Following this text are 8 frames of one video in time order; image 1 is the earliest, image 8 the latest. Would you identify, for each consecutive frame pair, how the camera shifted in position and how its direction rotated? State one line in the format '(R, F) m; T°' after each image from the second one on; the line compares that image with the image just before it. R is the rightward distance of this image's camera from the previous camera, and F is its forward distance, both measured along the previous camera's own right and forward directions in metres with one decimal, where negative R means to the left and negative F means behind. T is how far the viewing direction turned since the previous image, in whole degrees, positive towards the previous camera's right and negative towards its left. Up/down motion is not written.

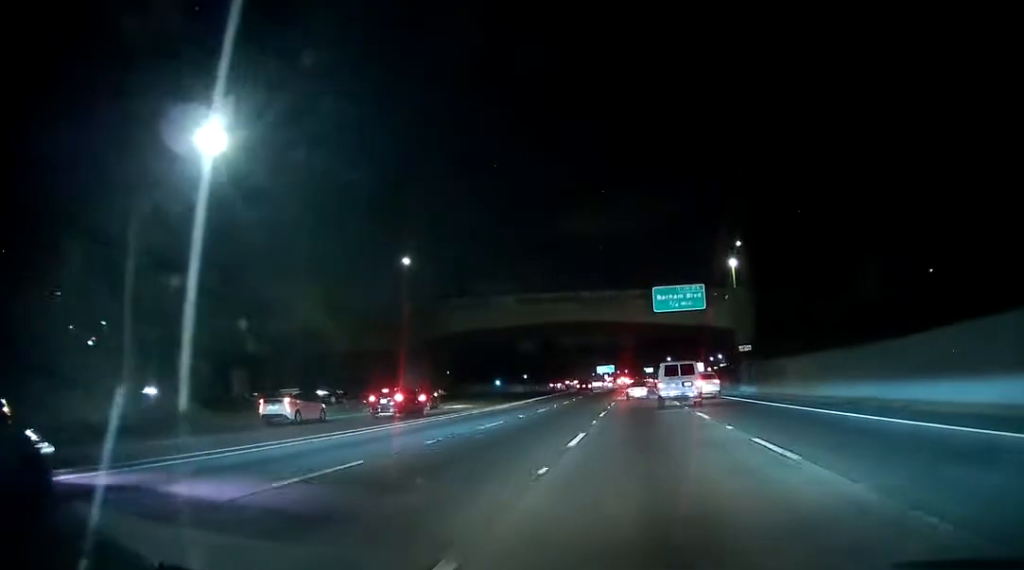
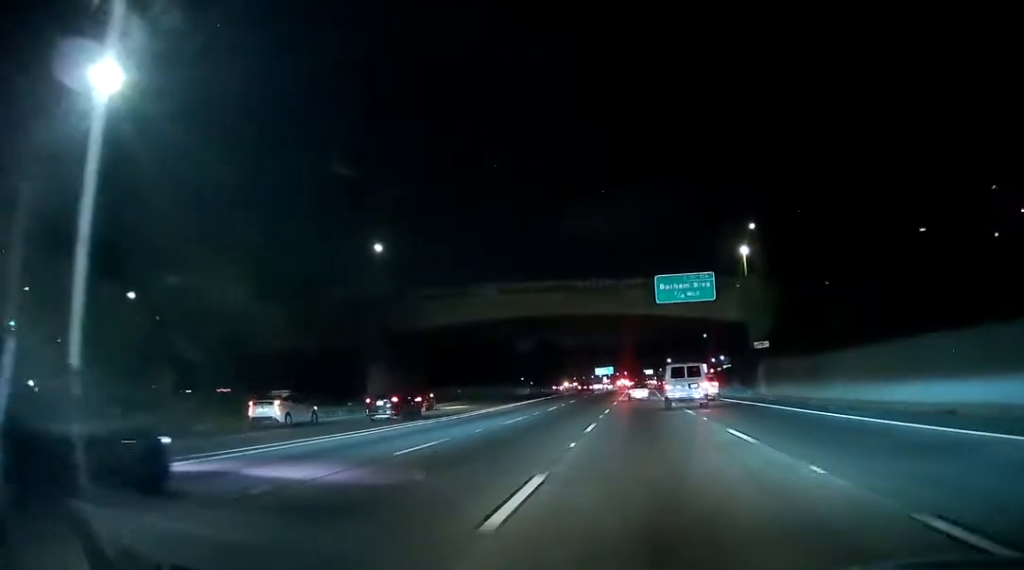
(0.0, +9.2) m; 0°
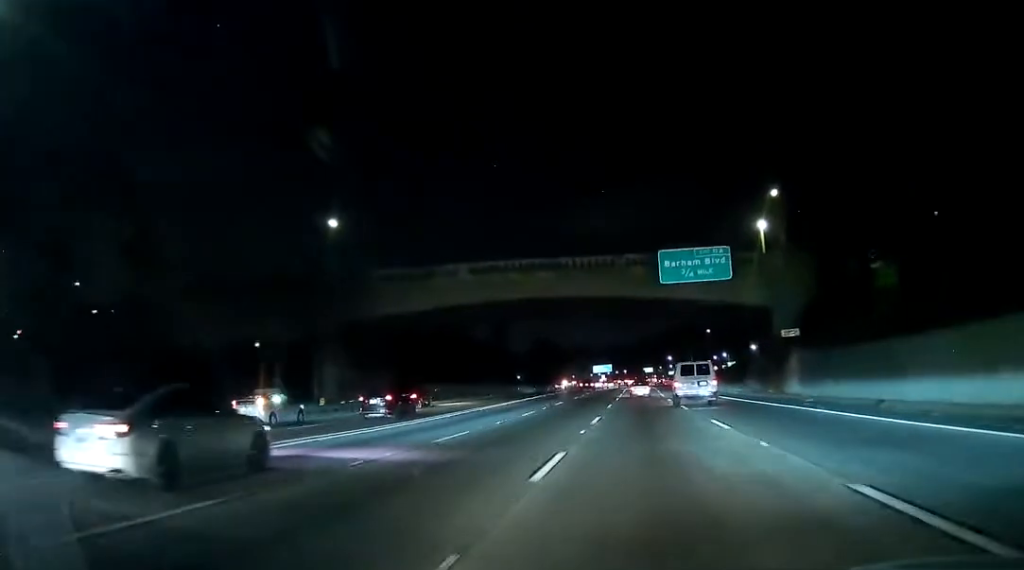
(-0.1, +10.6) m; +1°
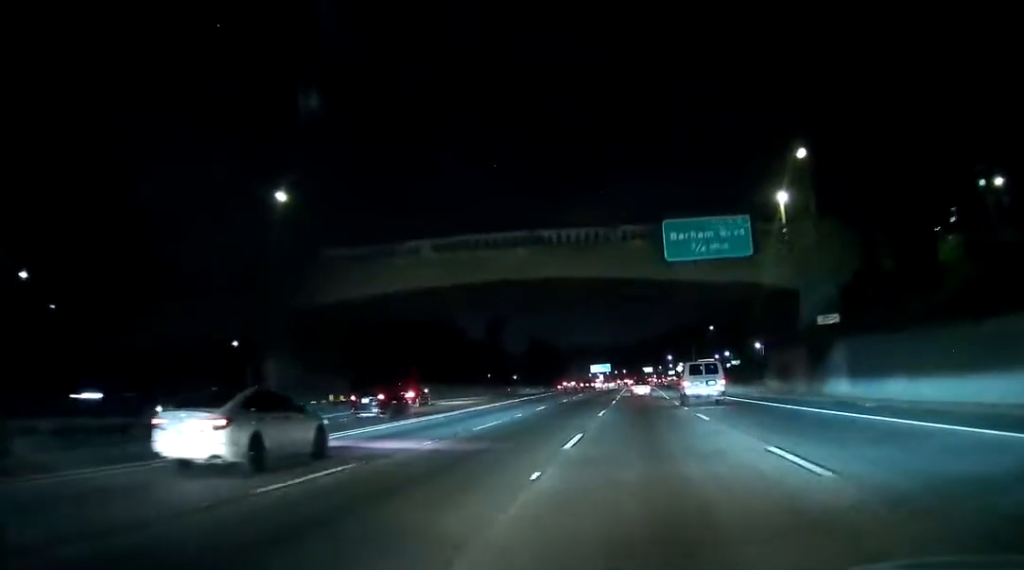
(0.0, +9.9) m; +1°
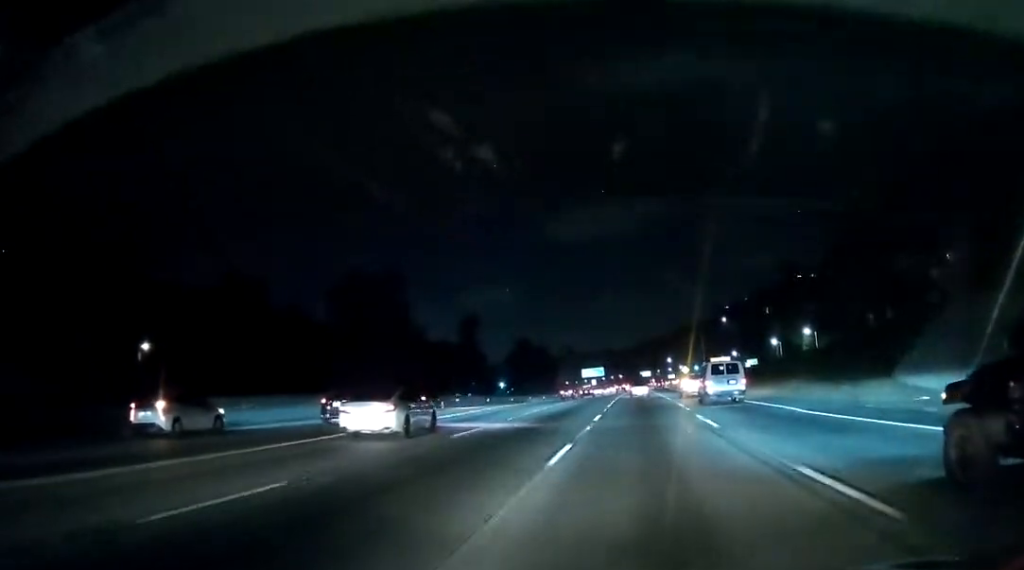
(+0.1, +31.7) m; -1°
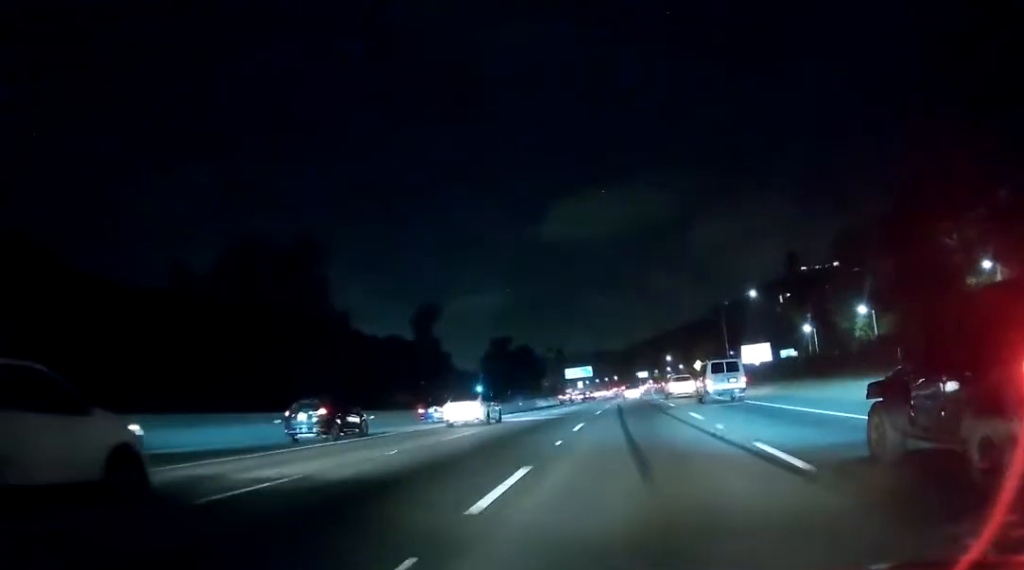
(-0.2, +43.4) m; 0°
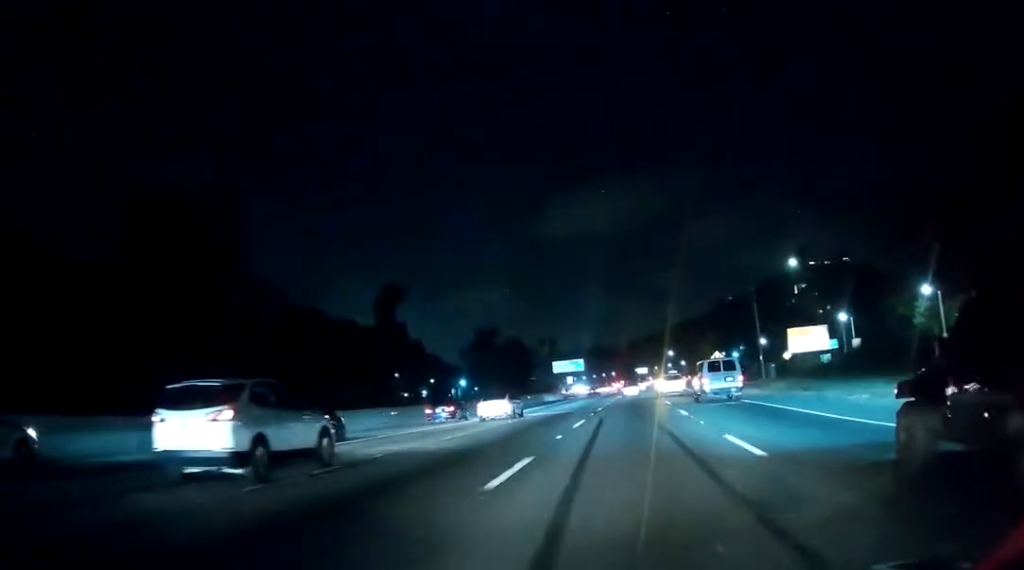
(-0.1, +26.9) m; +1°
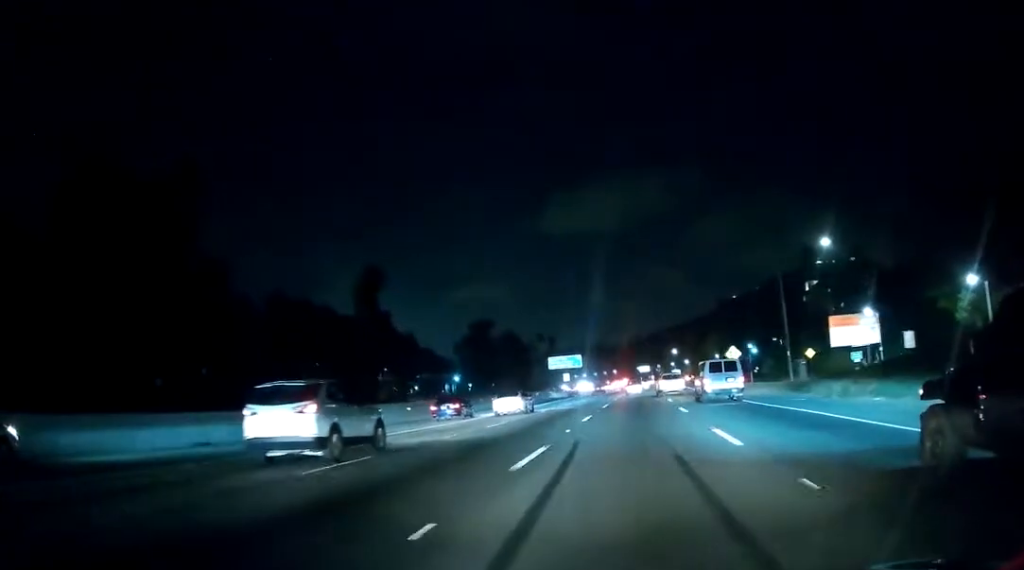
(+0.3, +12.9) m; +1°
